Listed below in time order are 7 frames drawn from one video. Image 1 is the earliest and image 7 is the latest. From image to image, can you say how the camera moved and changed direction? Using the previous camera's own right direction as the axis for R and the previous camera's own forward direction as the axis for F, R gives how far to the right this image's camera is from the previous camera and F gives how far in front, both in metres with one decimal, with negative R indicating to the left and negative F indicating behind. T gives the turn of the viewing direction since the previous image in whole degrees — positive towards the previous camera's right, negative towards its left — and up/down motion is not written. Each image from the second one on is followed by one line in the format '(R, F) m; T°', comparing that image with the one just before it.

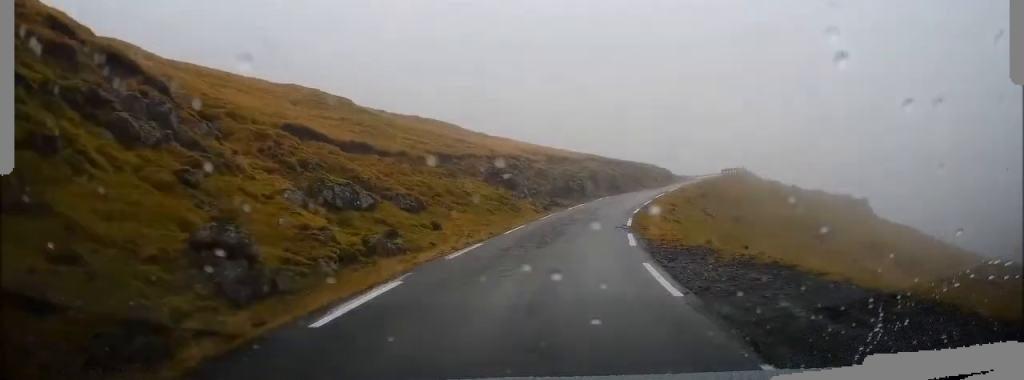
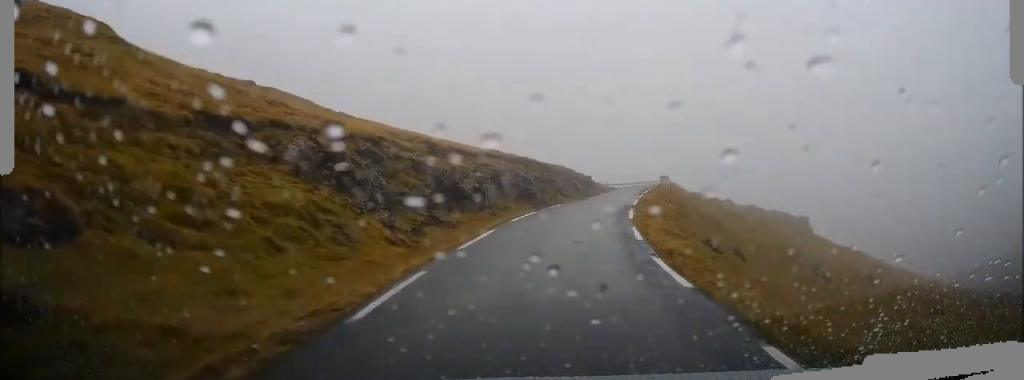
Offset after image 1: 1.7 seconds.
(+1.5, +18.0) m; +9°
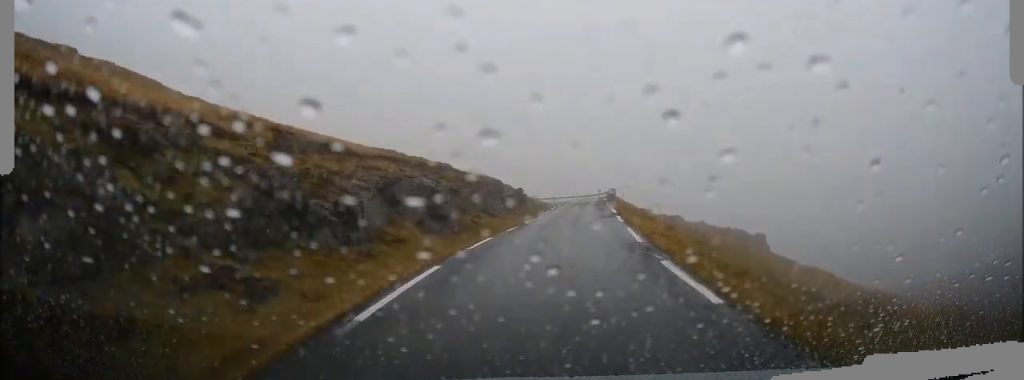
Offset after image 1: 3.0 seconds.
(+0.7, +13.5) m; +8°
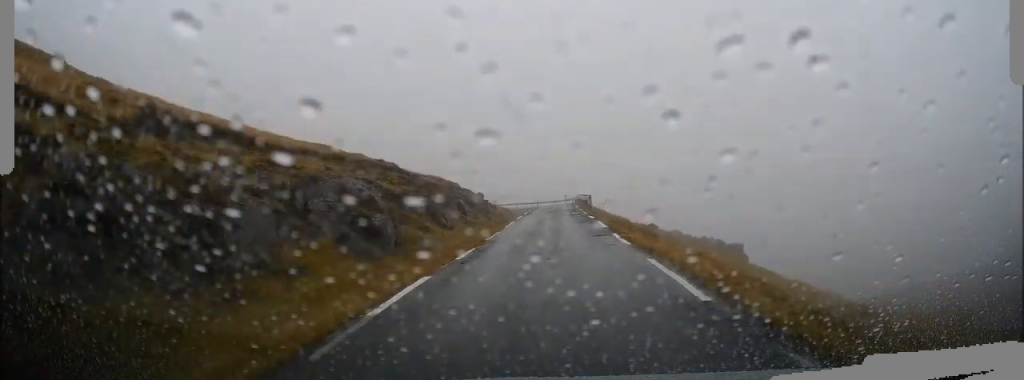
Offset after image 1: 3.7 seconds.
(+0.4, +6.8) m; +3°
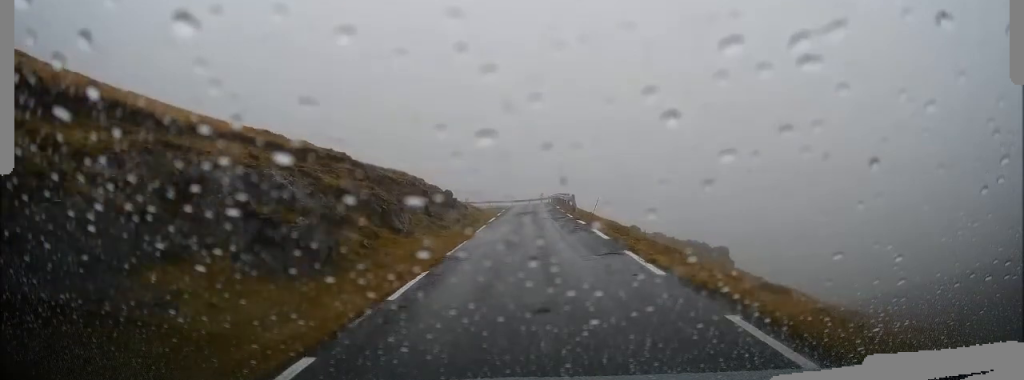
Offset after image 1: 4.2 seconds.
(+0.2, +5.1) m; +2°
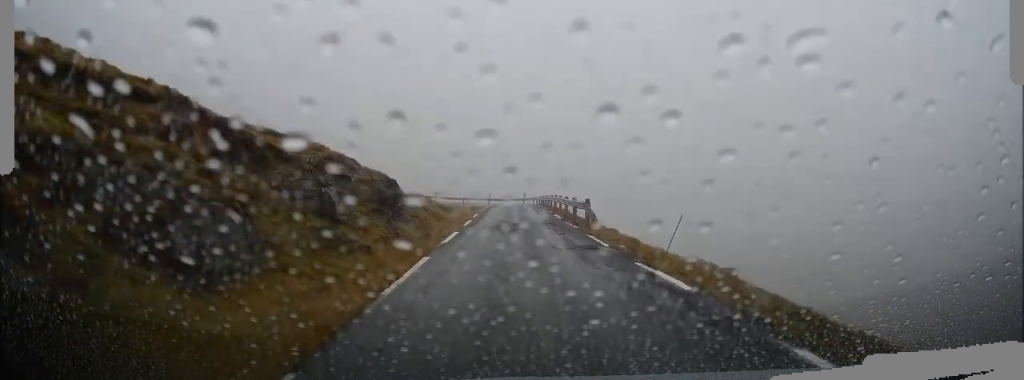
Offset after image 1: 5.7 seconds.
(+0.8, +14.5) m; +9°
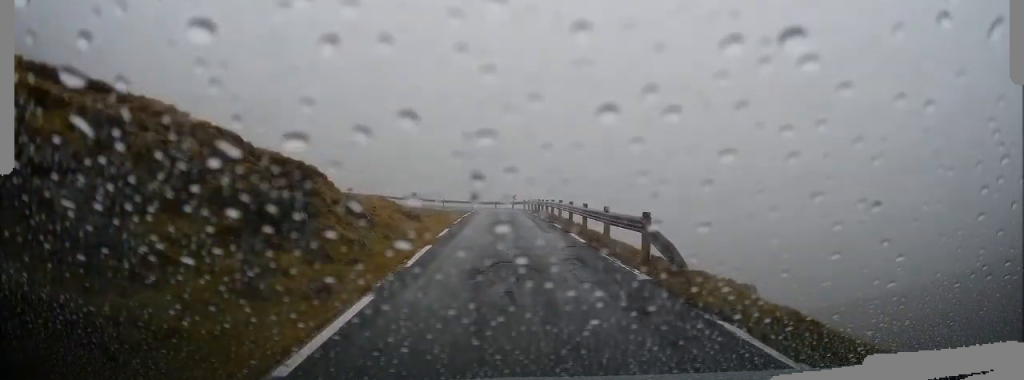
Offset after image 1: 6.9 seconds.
(+0.6, +11.2) m; +5°
